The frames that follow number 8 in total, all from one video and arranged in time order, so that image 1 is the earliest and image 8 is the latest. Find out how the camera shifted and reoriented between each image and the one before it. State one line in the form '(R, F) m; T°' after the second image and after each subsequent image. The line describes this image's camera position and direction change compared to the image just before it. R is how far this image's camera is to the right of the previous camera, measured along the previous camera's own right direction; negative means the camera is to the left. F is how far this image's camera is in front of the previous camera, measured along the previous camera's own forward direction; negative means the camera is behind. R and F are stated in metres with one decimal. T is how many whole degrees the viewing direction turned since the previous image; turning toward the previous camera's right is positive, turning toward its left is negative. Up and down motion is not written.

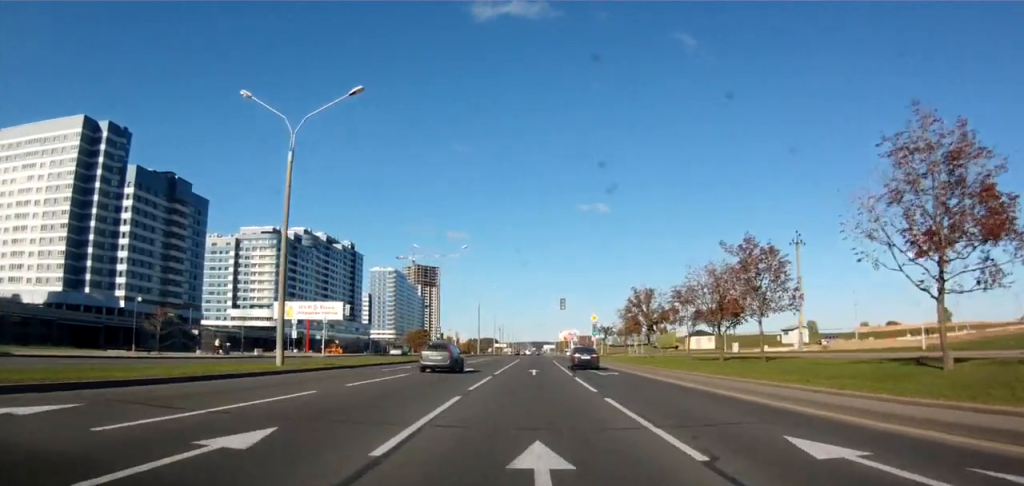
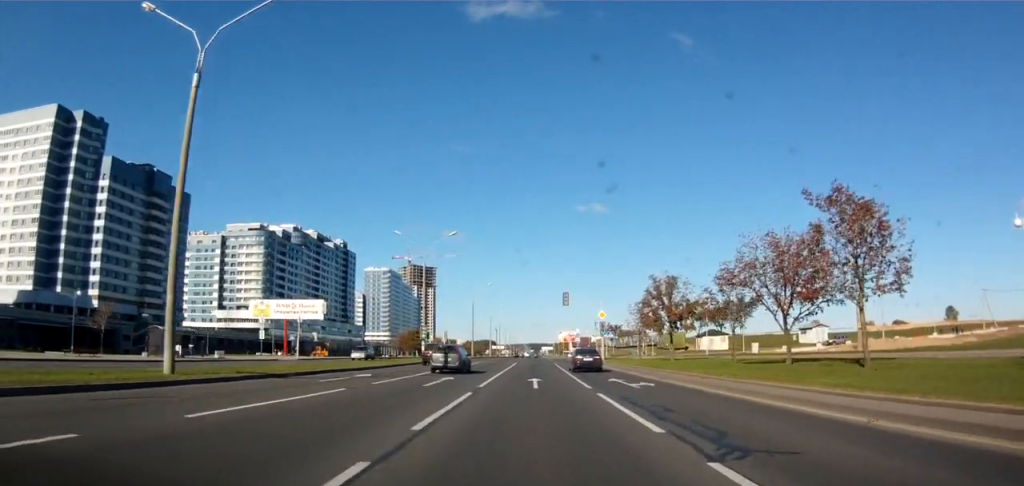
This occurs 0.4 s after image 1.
(0.0, +9.0) m; +1°
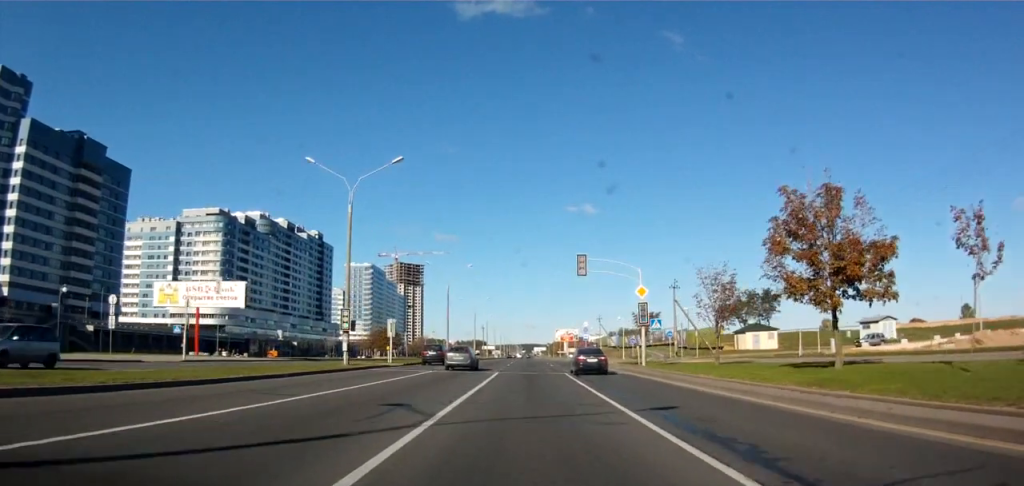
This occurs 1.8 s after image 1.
(+0.7, +27.1) m; +1°
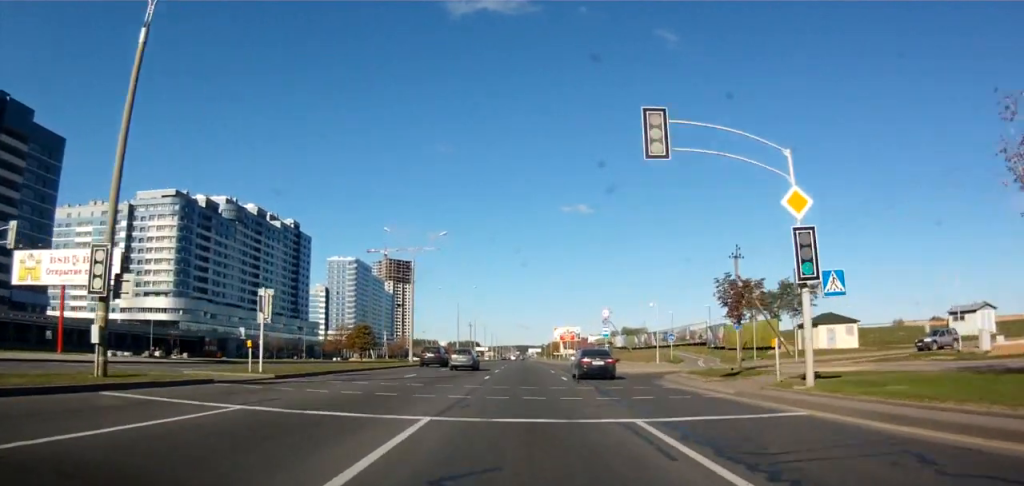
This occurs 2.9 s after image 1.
(-0.3, +24.1) m; -1°
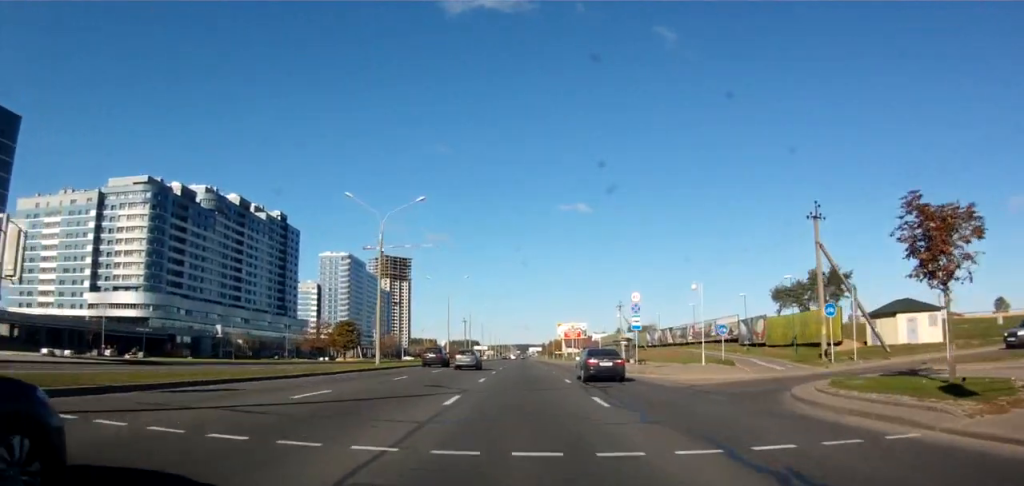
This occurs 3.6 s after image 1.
(0.0, +15.2) m; 0°
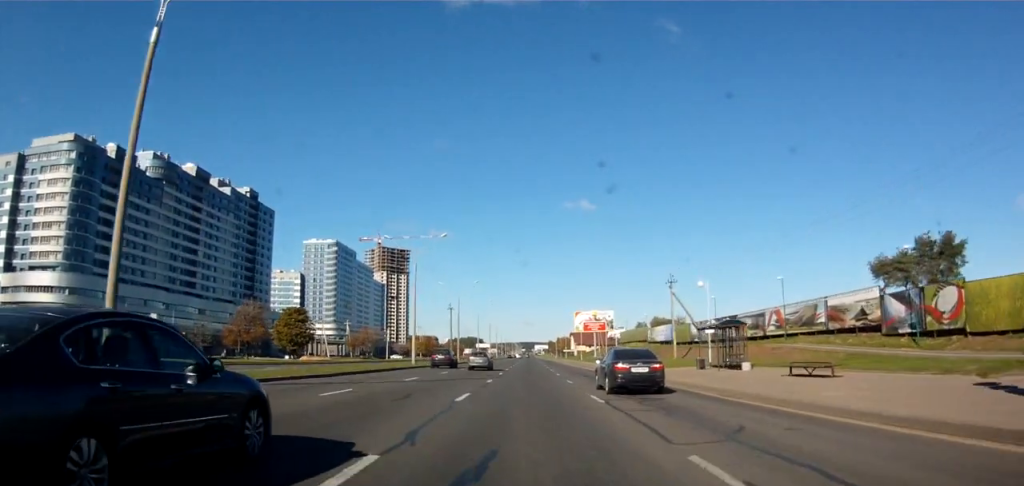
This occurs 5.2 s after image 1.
(+0.1, +33.8) m; 0°
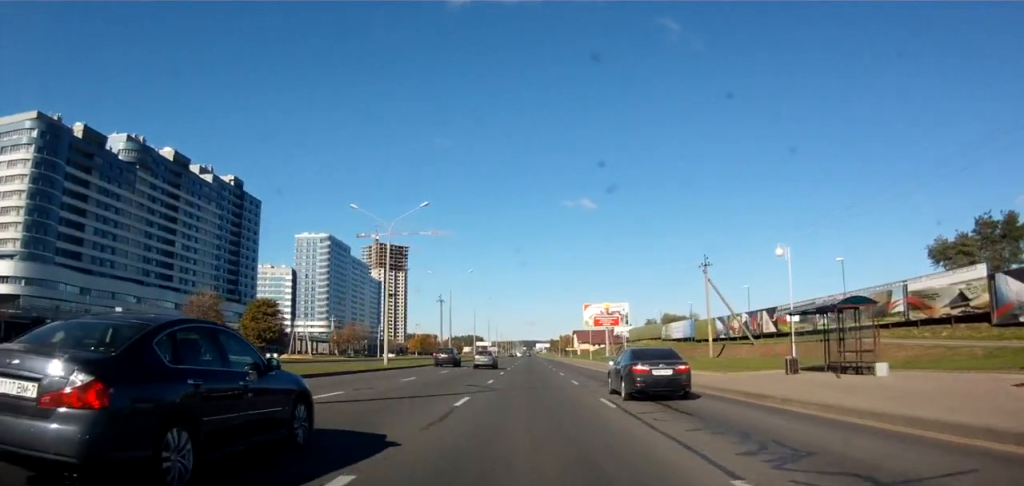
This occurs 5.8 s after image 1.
(-0.1, +13.4) m; 0°
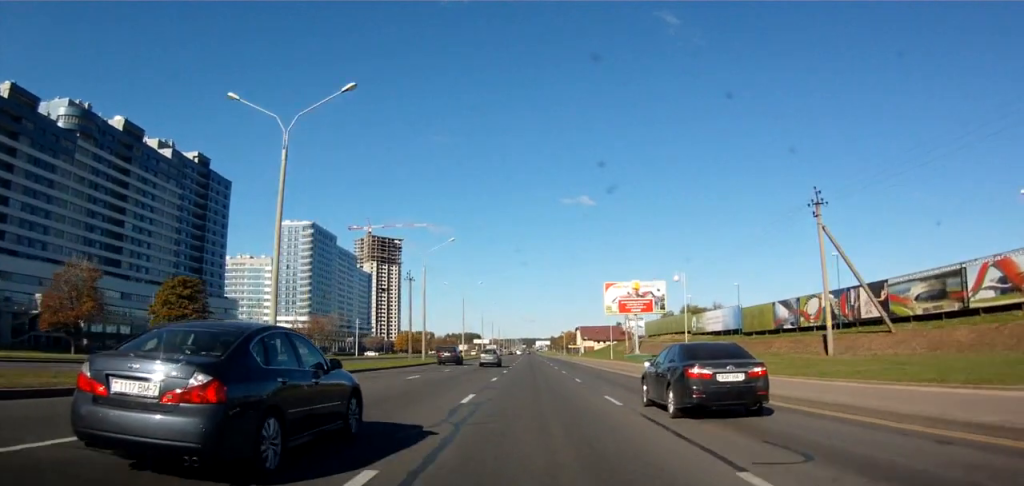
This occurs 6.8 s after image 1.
(+0.1, +23.8) m; 0°
